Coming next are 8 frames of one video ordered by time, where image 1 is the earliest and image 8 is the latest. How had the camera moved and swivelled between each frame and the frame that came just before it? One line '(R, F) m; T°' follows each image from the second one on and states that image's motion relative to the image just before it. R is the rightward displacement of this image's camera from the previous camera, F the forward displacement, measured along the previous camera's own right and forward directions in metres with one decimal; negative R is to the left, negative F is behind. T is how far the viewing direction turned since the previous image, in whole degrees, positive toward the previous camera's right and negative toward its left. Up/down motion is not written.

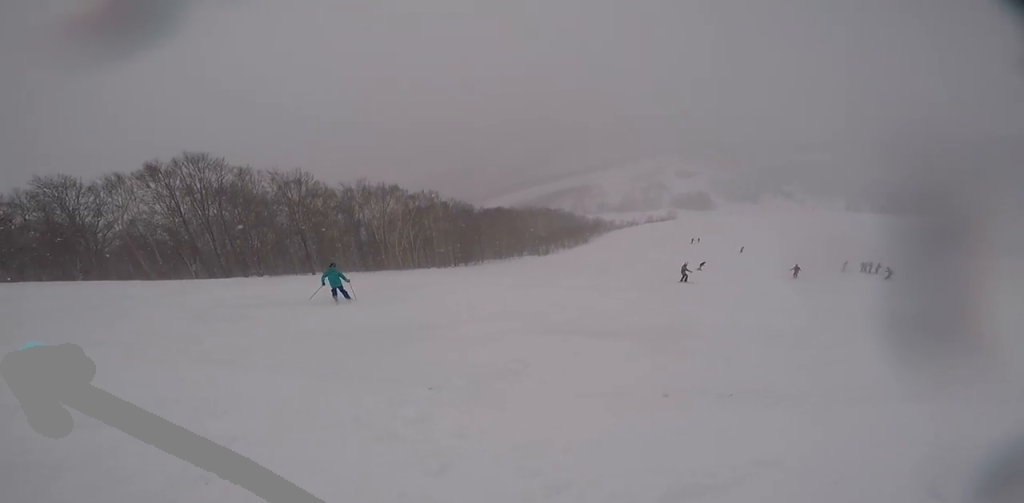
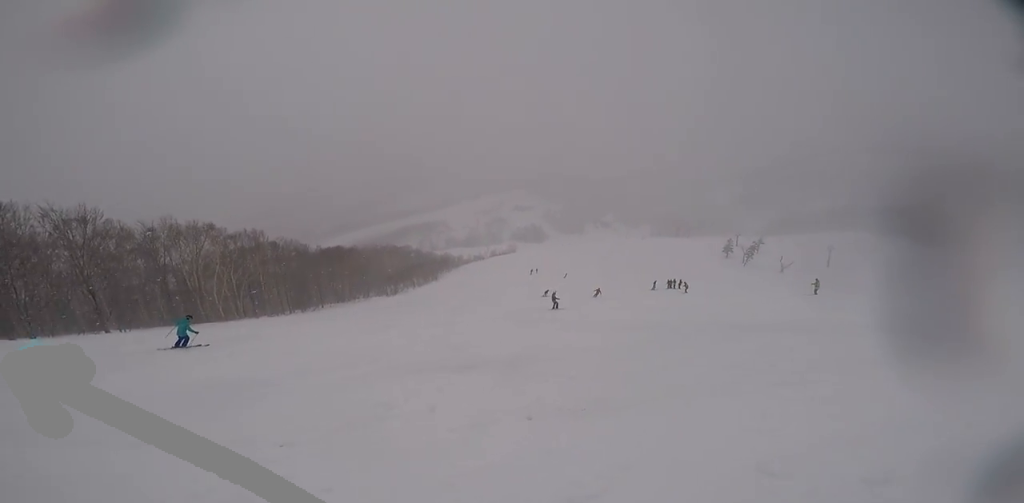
(+0.2, +8.1) m; +2°
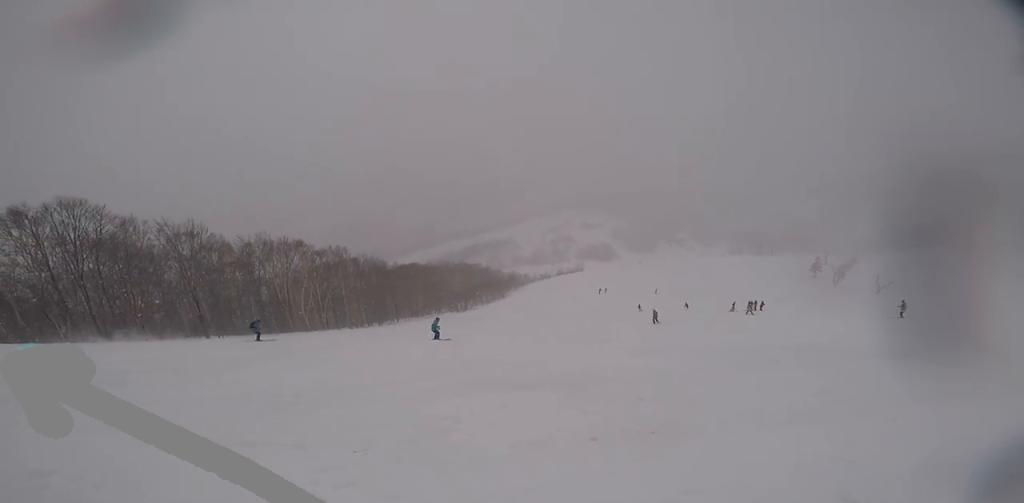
(+0.3, +22.2) m; -2°
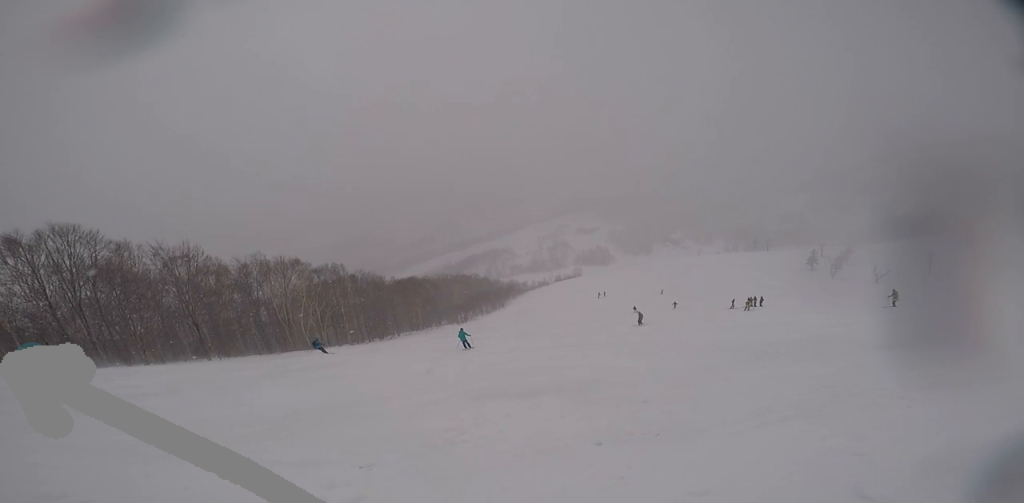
(-0.2, +4.9) m; -1°
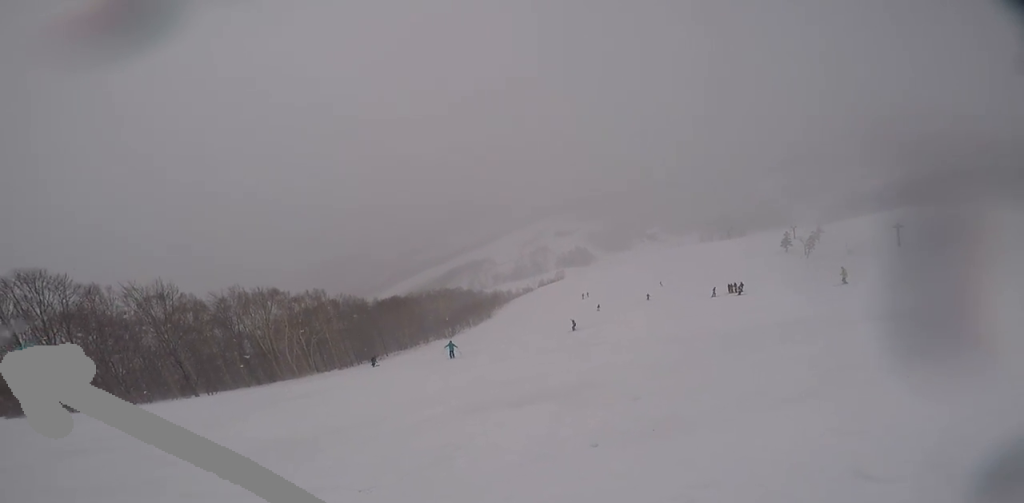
(-0.2, +11.6) m; +1°
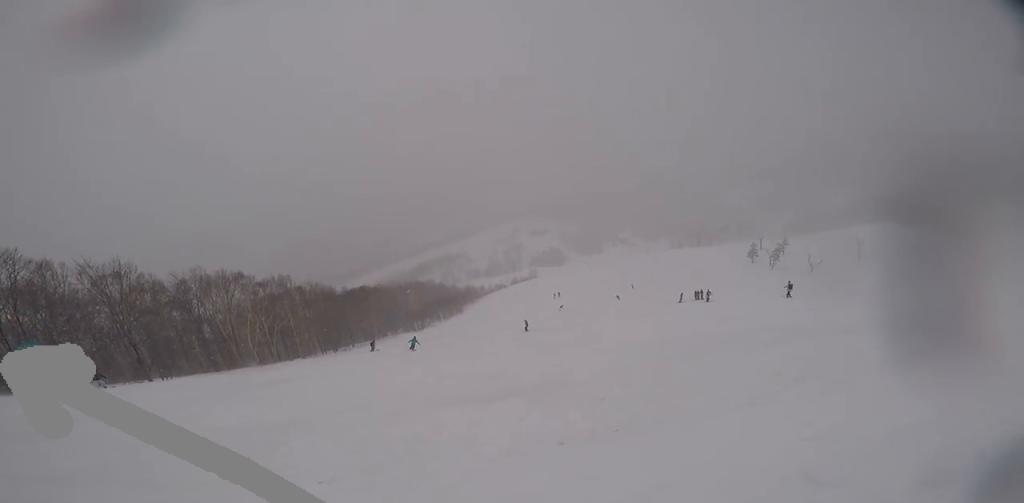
(+0.1, +4.9) m; 0°
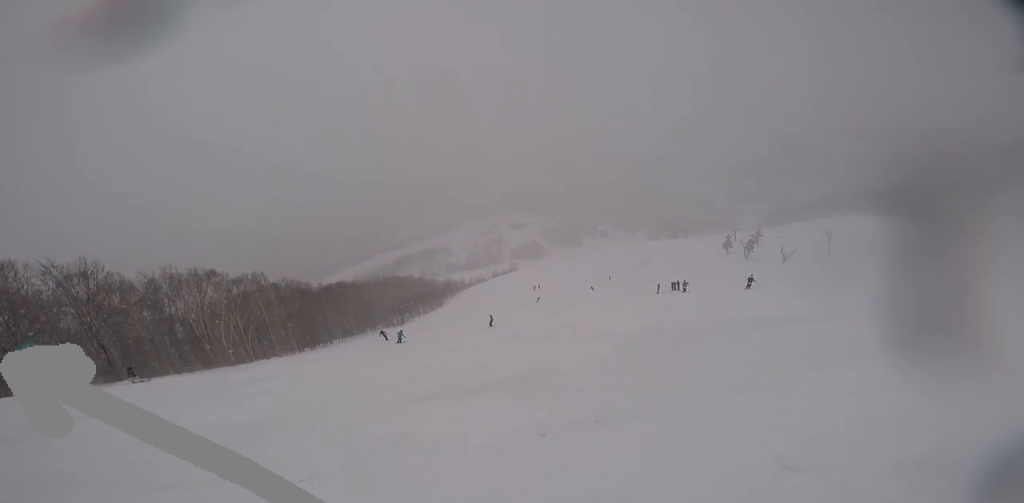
(+0.2, +4.6) m; 0°
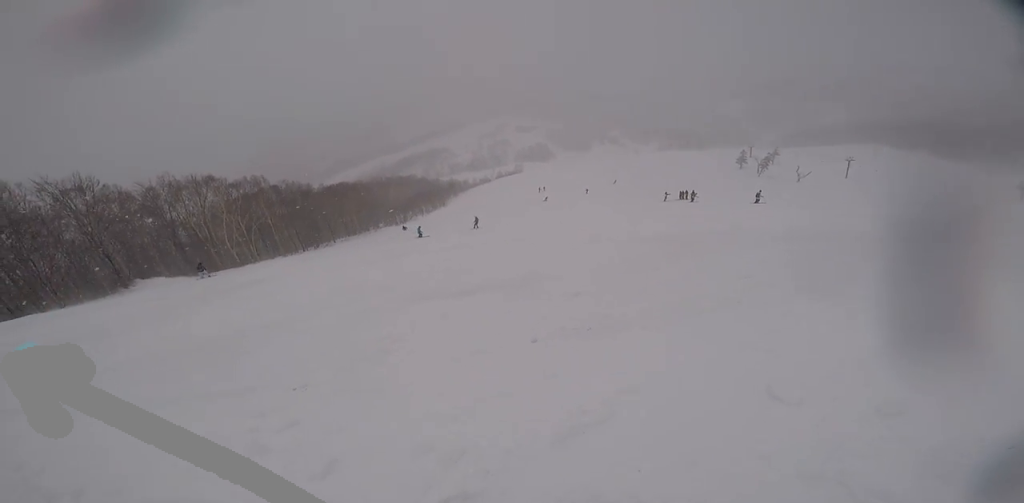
(-0.2, +5.1) m; -3°
